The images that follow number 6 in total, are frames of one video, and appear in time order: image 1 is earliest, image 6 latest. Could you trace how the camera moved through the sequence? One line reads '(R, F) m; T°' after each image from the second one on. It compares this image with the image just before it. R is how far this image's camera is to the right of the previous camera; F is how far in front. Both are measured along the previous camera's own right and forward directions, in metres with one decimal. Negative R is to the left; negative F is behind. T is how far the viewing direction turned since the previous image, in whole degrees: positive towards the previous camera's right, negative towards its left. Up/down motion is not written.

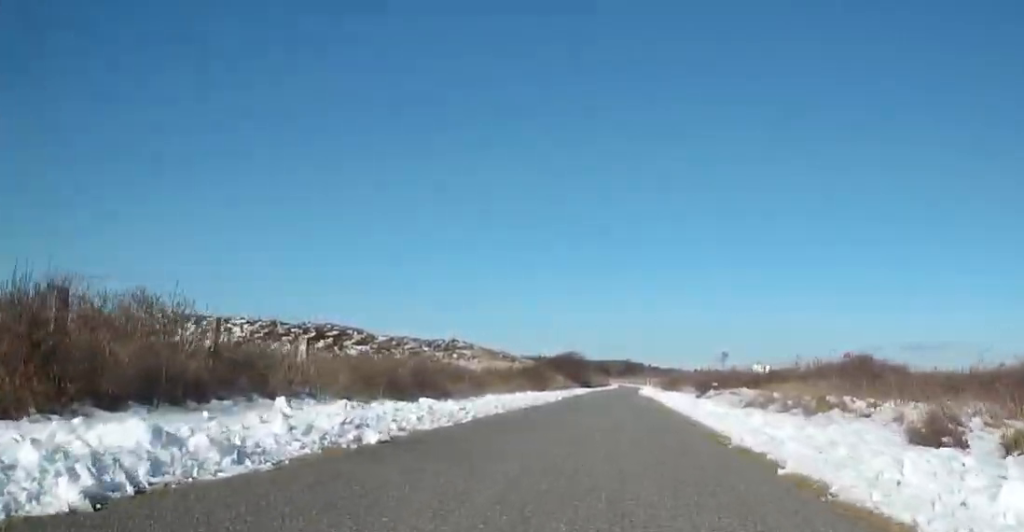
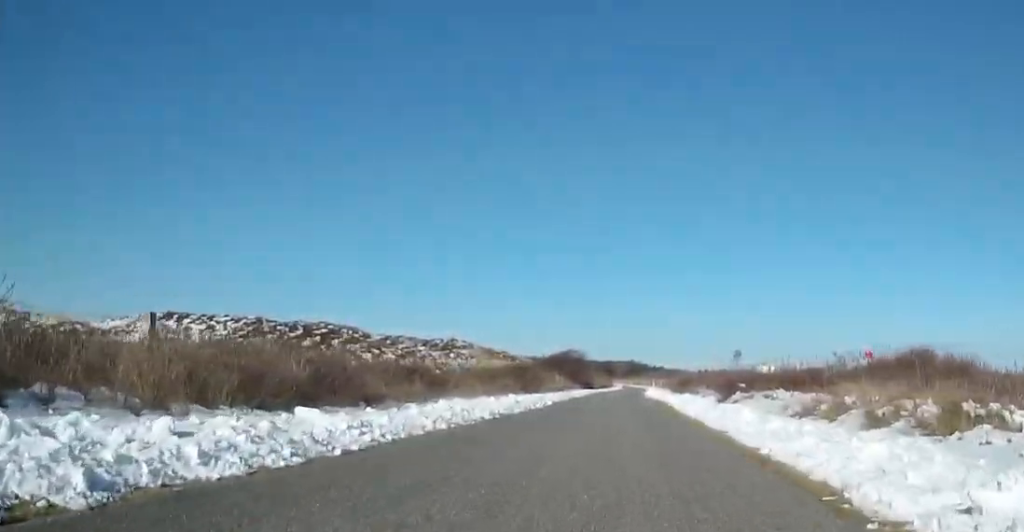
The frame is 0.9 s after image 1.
(-0.3, +4.1) m; -2°
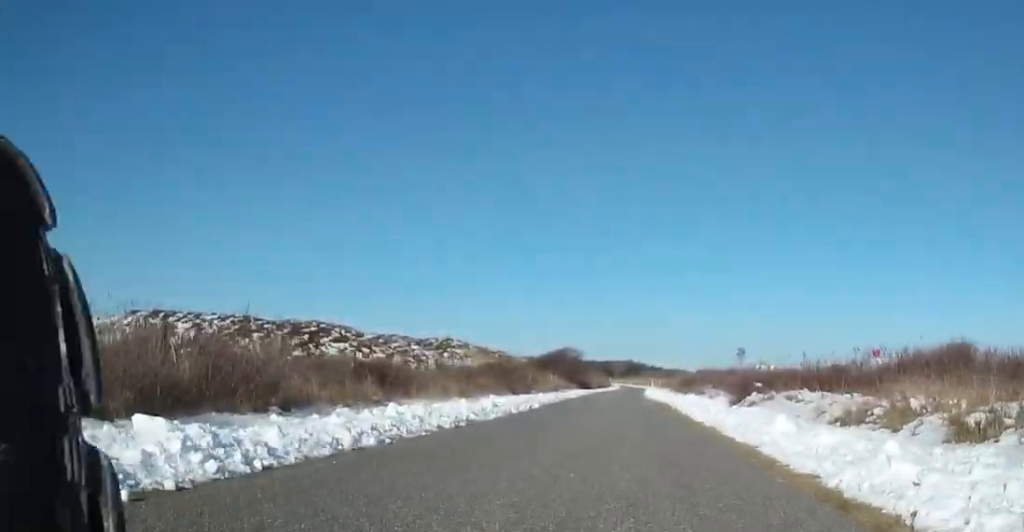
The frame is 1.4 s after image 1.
(-0.3, +2.3) m; 0°
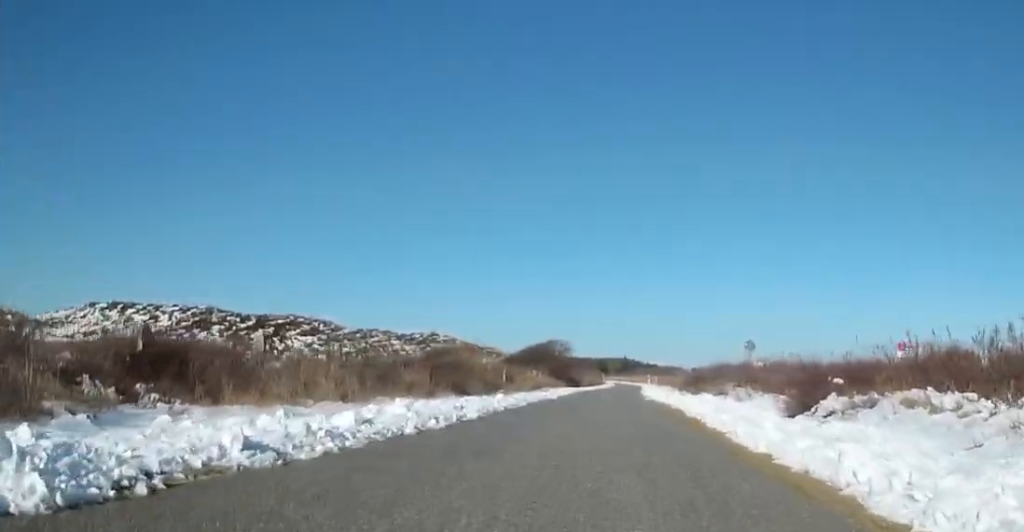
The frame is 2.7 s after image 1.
(+0.6, +6.0) m; +7°
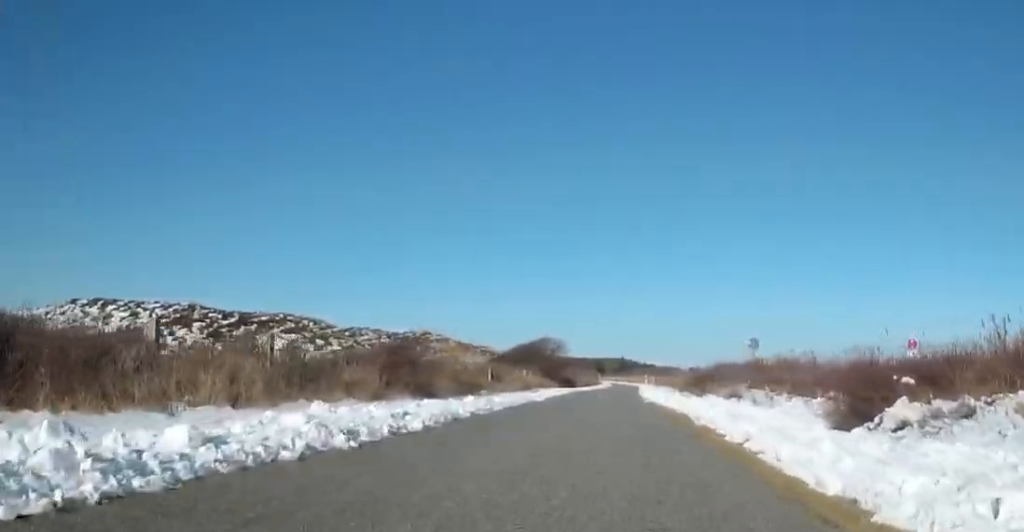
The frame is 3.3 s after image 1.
(0.0, +2.4) m; +1°
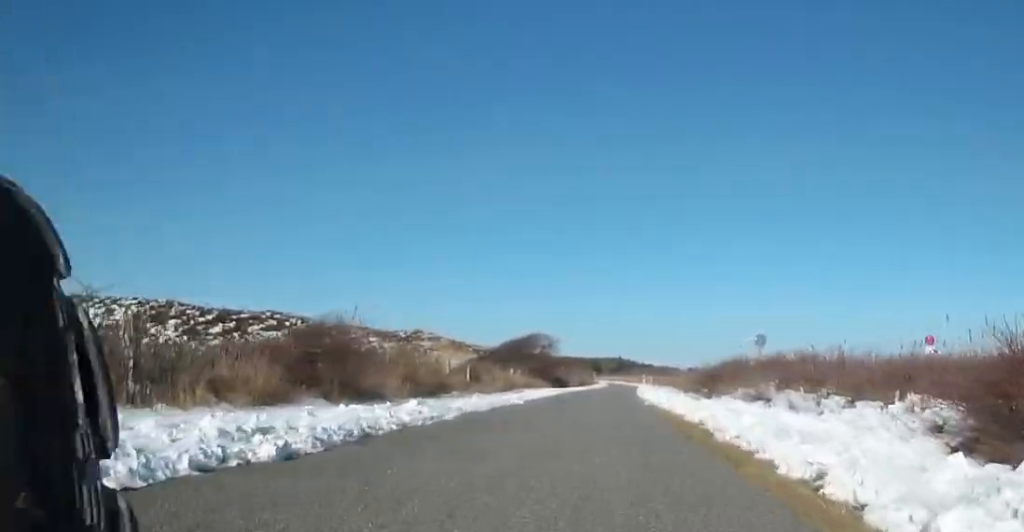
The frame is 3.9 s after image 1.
(0.0, +3.0) m; 0°
